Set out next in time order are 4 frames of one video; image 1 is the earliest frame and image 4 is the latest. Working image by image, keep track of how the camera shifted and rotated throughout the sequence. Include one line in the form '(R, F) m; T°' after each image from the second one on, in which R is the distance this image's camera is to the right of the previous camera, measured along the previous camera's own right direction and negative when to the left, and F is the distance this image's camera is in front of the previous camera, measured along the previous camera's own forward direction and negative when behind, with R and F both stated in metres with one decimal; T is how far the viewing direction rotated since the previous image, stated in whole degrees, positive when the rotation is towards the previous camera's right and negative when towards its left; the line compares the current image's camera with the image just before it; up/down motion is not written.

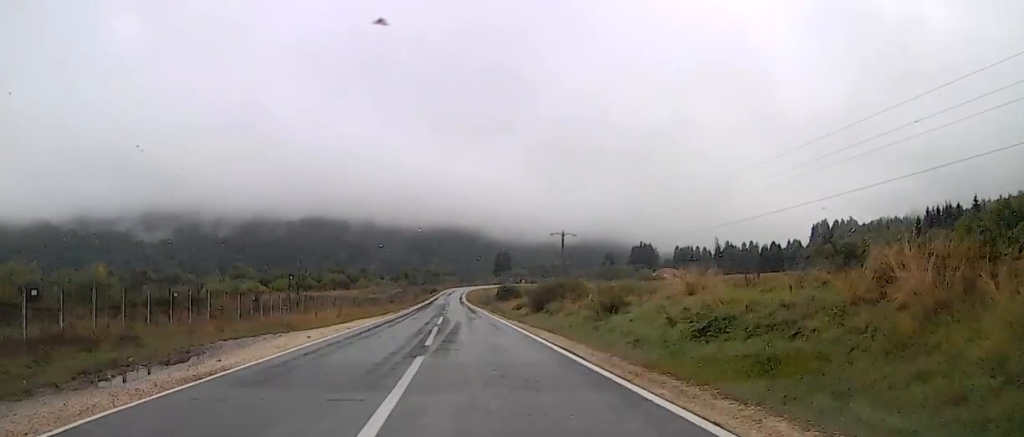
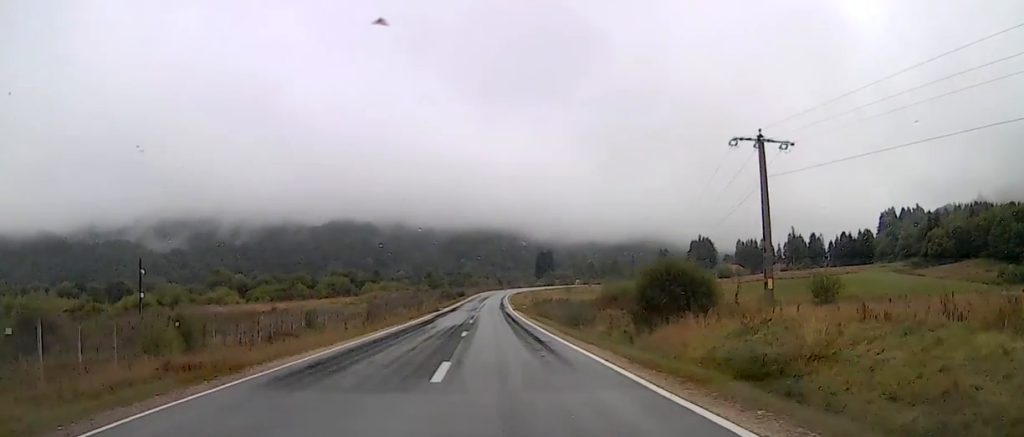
(-4.3, +60.6) m; -7°
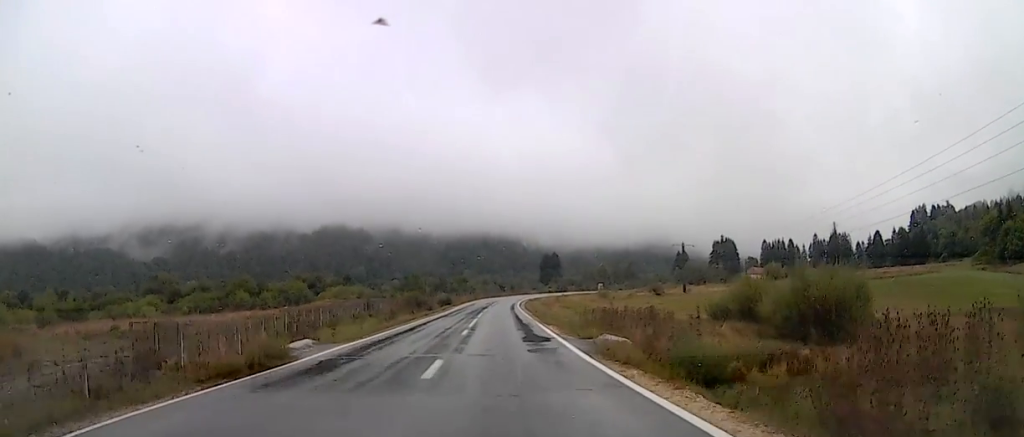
(+0.5, +46.9) m; +3°
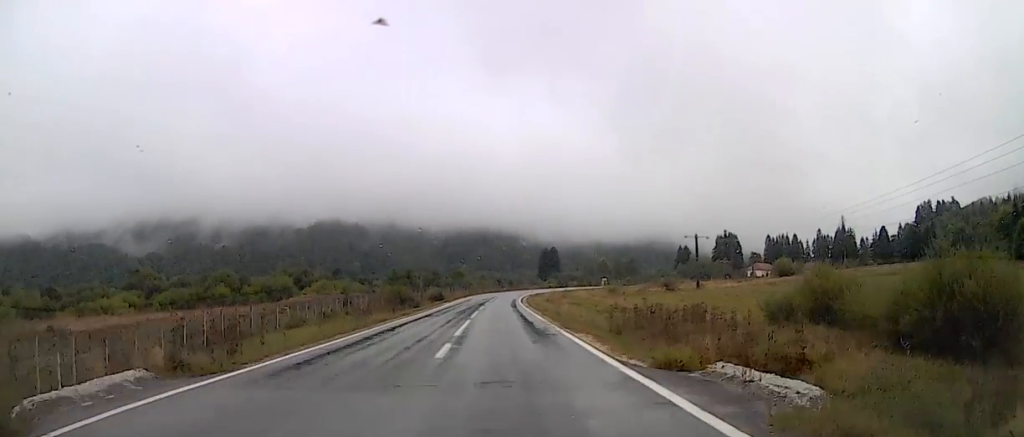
(+0.3, +10.4) m; 0°
